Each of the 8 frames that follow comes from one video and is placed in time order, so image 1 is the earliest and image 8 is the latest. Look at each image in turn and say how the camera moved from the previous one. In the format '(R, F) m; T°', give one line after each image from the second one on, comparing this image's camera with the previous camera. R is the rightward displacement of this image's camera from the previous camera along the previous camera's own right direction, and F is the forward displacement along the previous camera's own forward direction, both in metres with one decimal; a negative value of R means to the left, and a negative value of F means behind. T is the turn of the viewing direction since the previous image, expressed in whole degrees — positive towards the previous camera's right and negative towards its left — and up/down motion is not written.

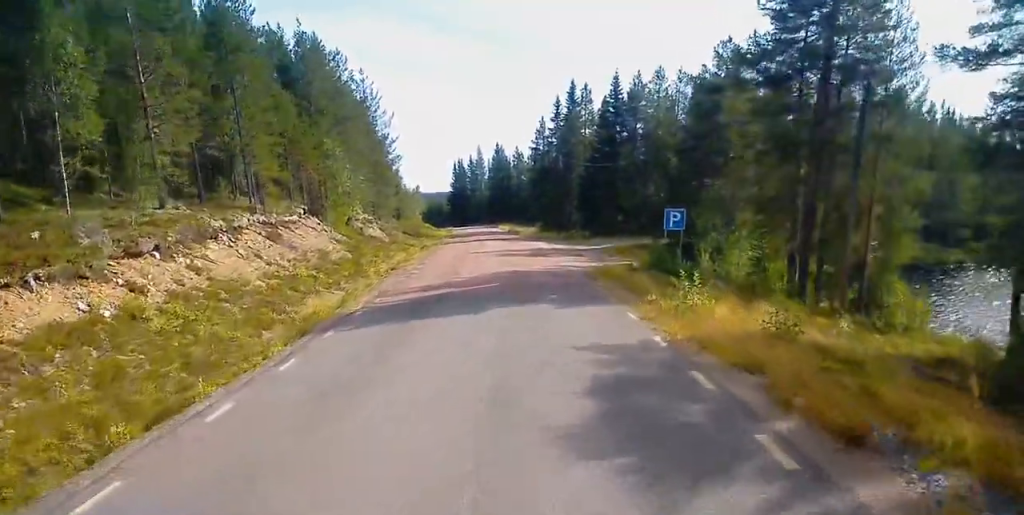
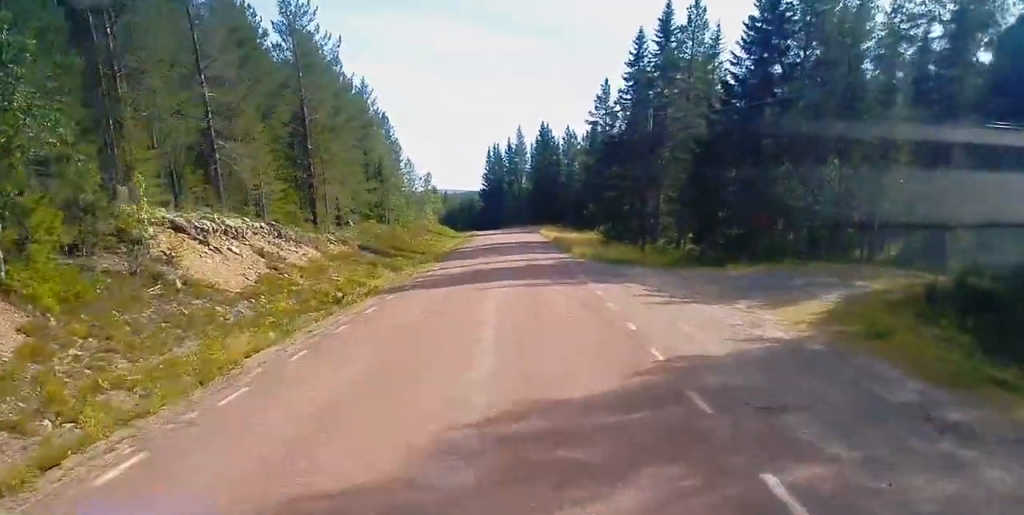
(-1.1, +34.0) m; -2°
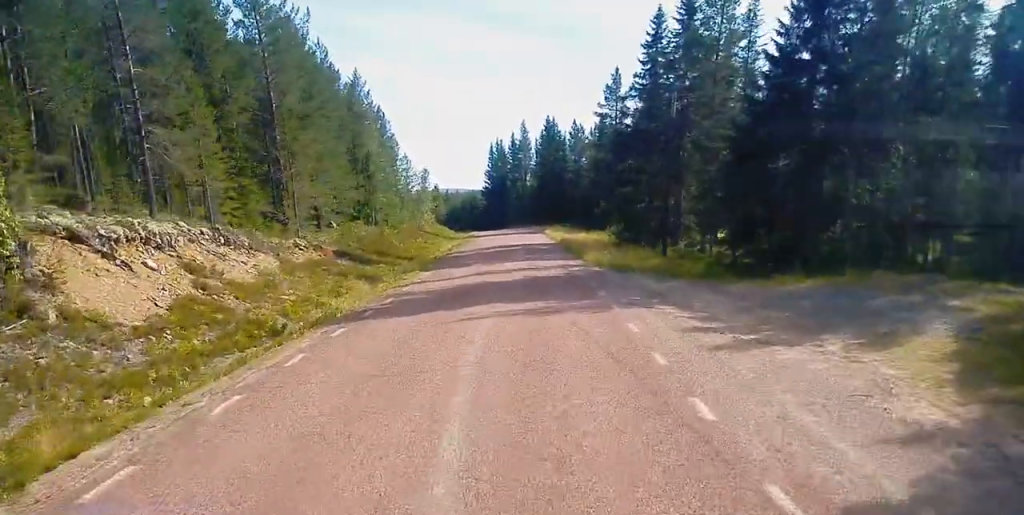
(0.0, +6.3) m; 0°
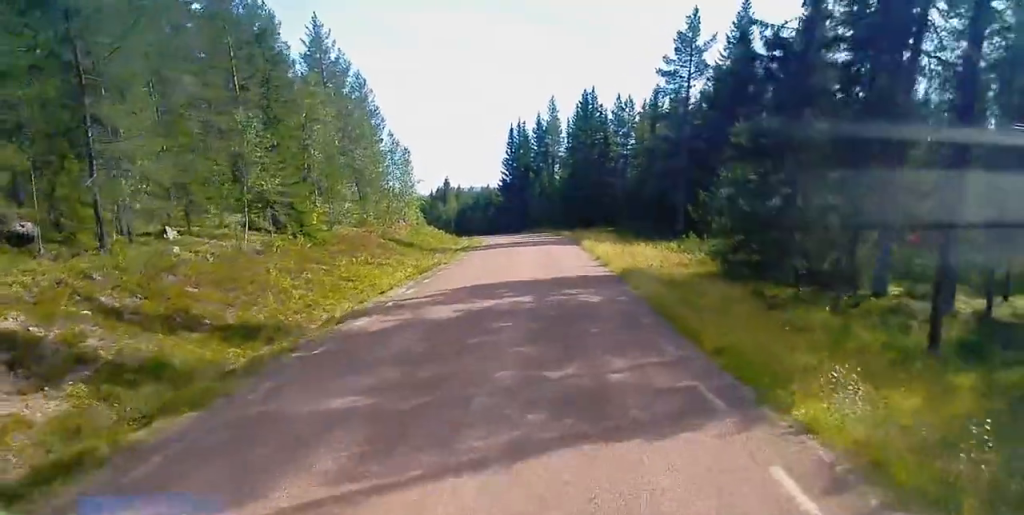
(-0.7, +27.1) m; -2°
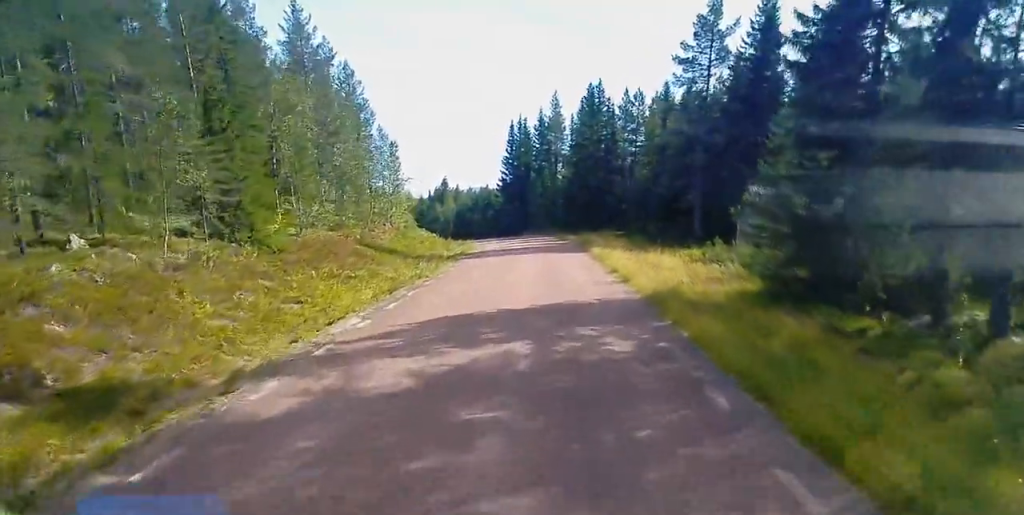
(-0.1, +6.2) m; 0°
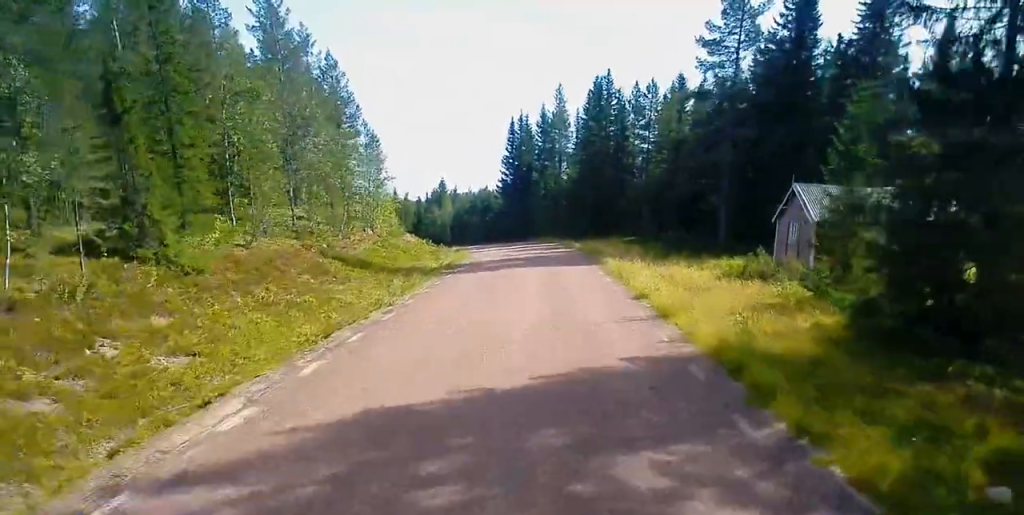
(+0.2, +7.2) m; 0°
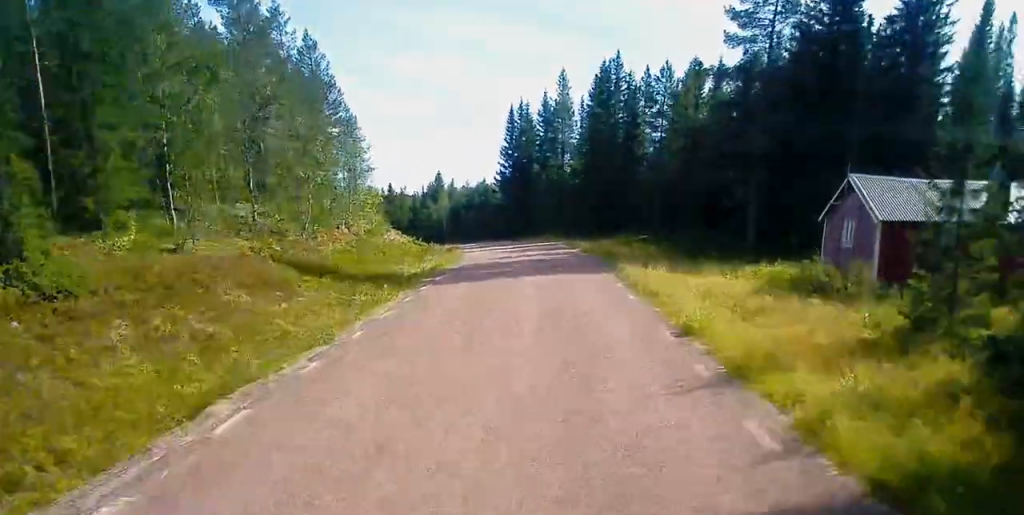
(+0.2, +6.5) m; 0°
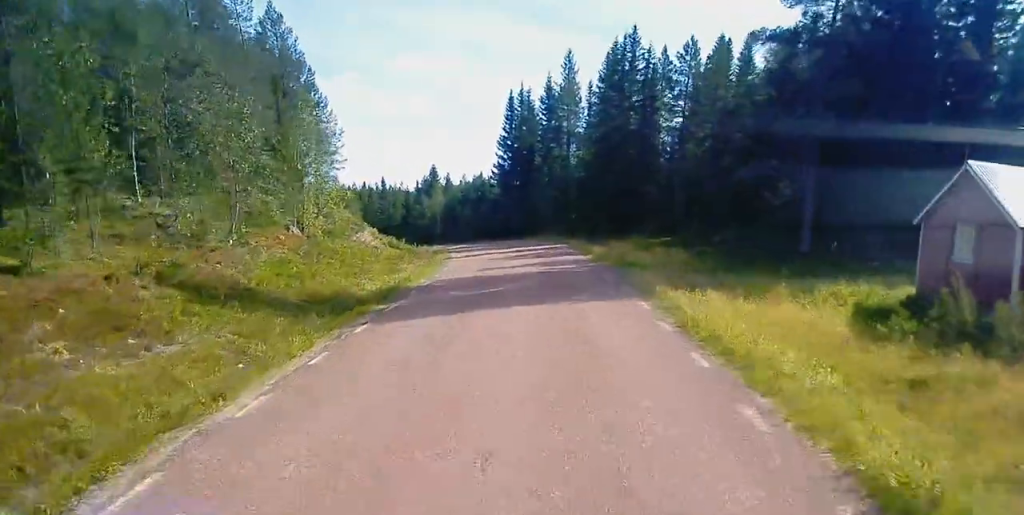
(-0.3, +8.5) m; -1°
